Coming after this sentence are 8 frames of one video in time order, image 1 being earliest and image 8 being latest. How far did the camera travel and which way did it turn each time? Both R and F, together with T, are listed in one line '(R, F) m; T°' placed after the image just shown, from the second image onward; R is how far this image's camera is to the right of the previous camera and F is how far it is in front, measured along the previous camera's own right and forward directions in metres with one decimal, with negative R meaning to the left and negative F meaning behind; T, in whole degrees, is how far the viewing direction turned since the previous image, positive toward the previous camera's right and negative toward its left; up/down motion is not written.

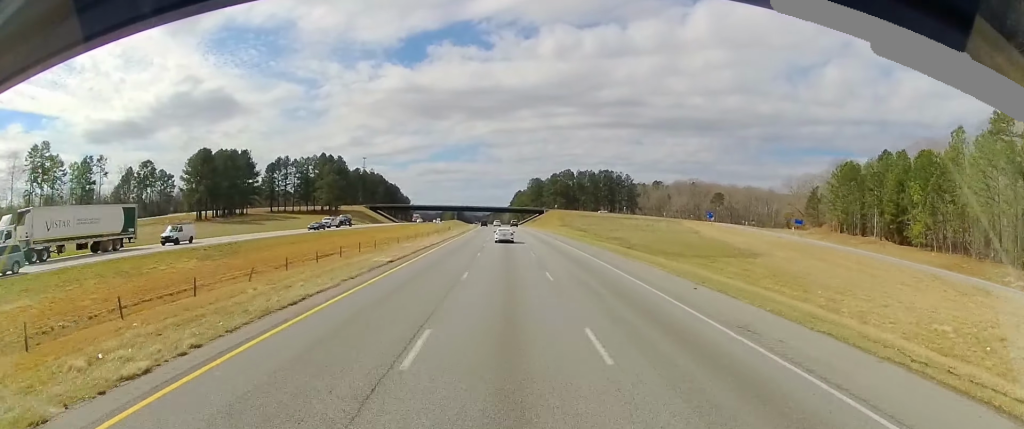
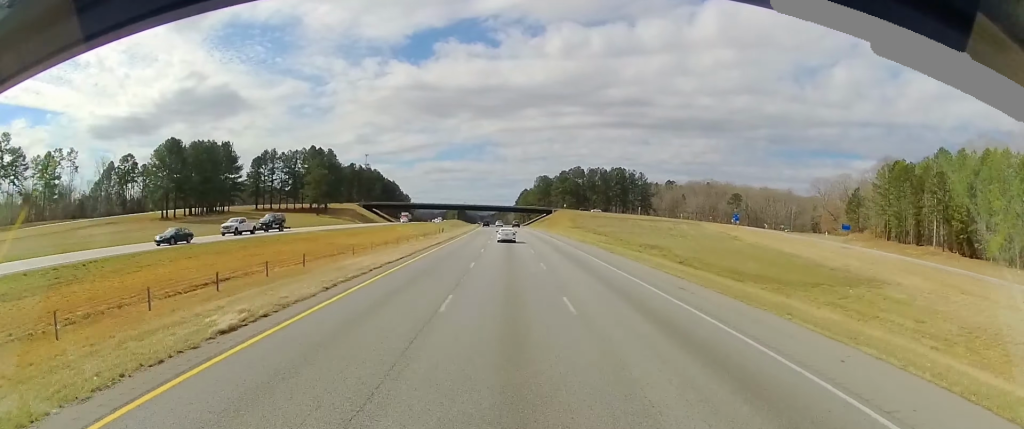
(-0.1, +19.3) m; -1°
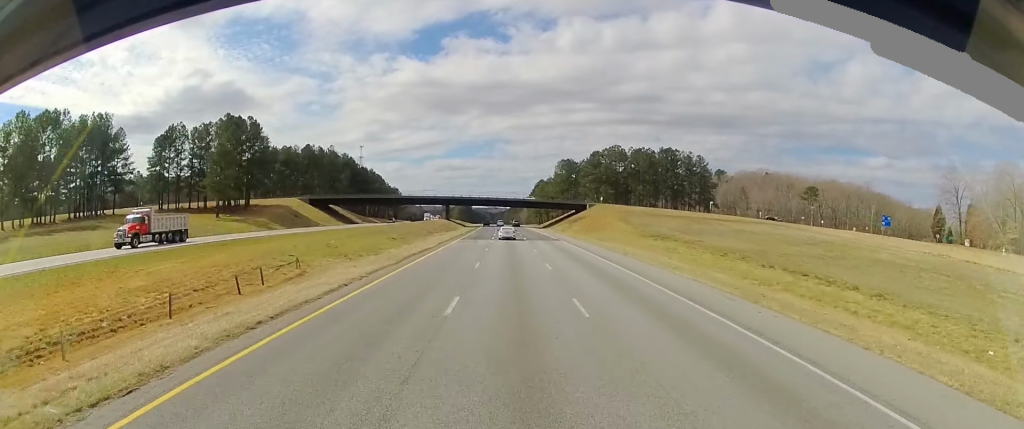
(-1.1, +72.9) m; -1°
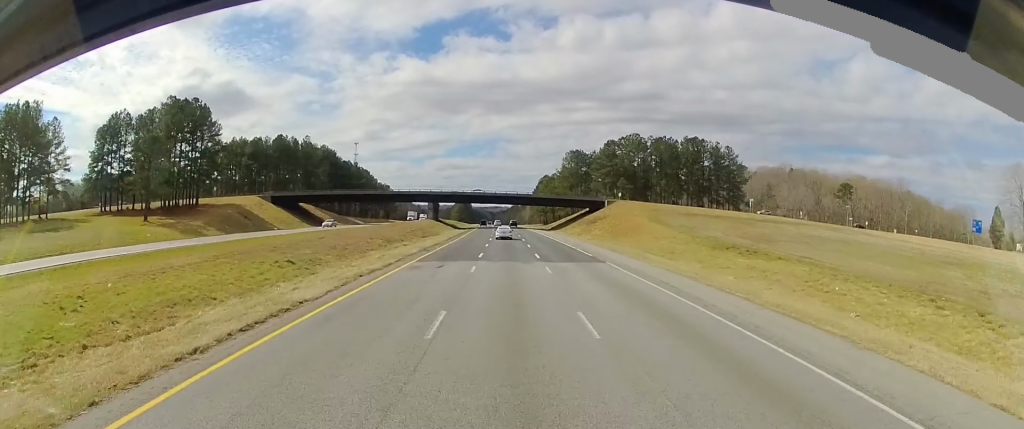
(0.0, +26.7) m; 0°
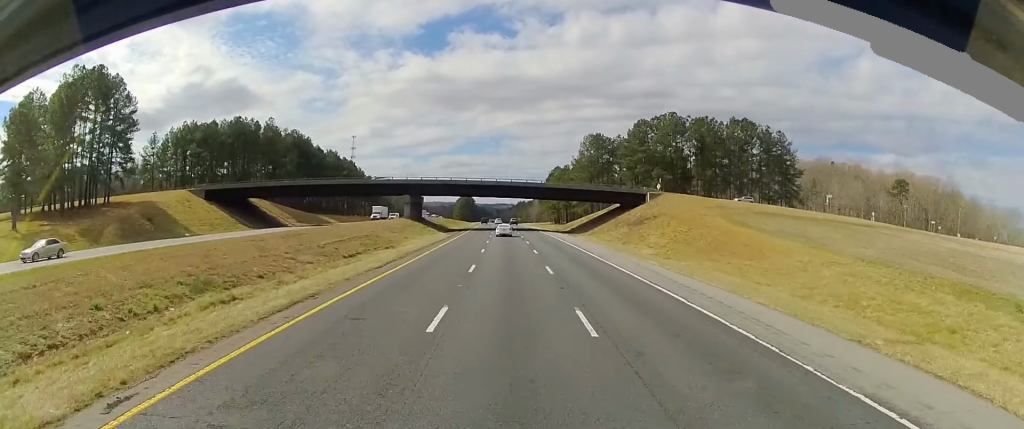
(-0.3, +33.2) m; -1°
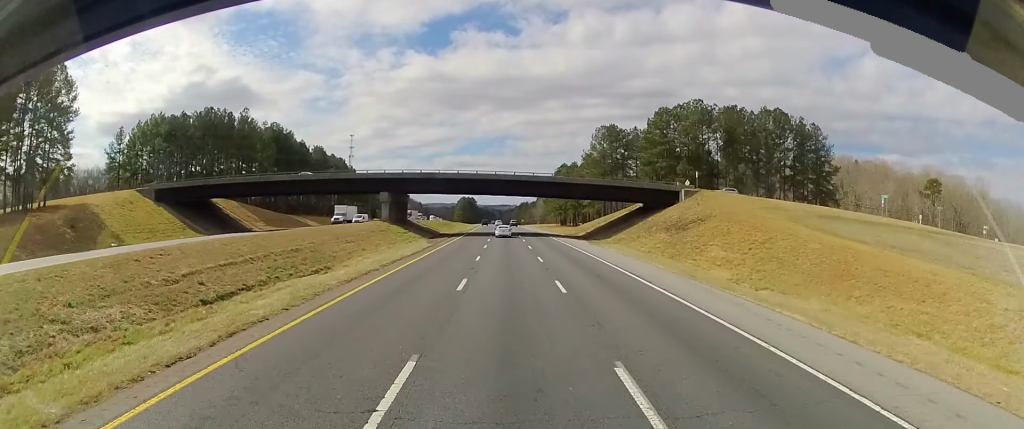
(0.0, +17.2) m; -1°
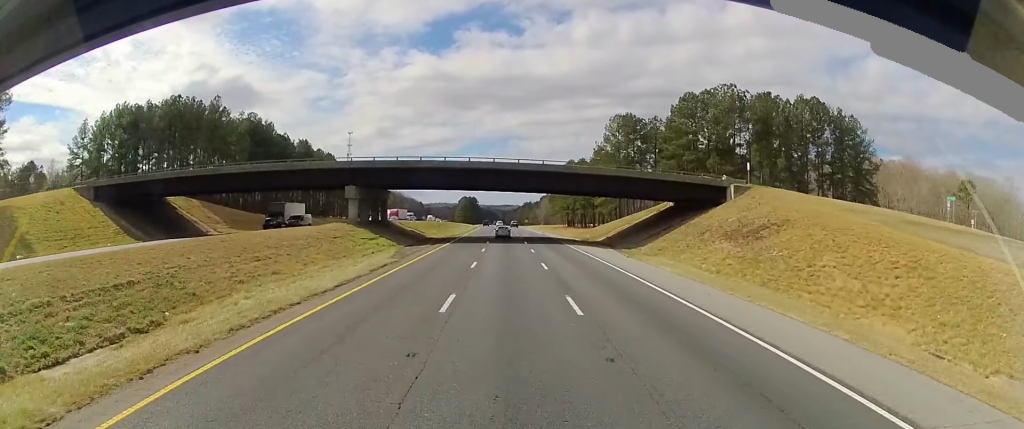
(-0.2, +16.1) m; 0°
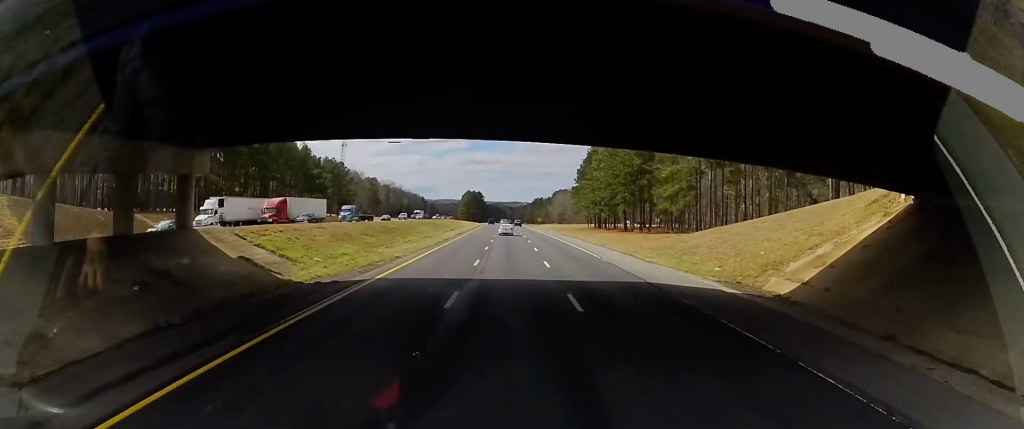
(-0.3, +47.3) m; 0°
